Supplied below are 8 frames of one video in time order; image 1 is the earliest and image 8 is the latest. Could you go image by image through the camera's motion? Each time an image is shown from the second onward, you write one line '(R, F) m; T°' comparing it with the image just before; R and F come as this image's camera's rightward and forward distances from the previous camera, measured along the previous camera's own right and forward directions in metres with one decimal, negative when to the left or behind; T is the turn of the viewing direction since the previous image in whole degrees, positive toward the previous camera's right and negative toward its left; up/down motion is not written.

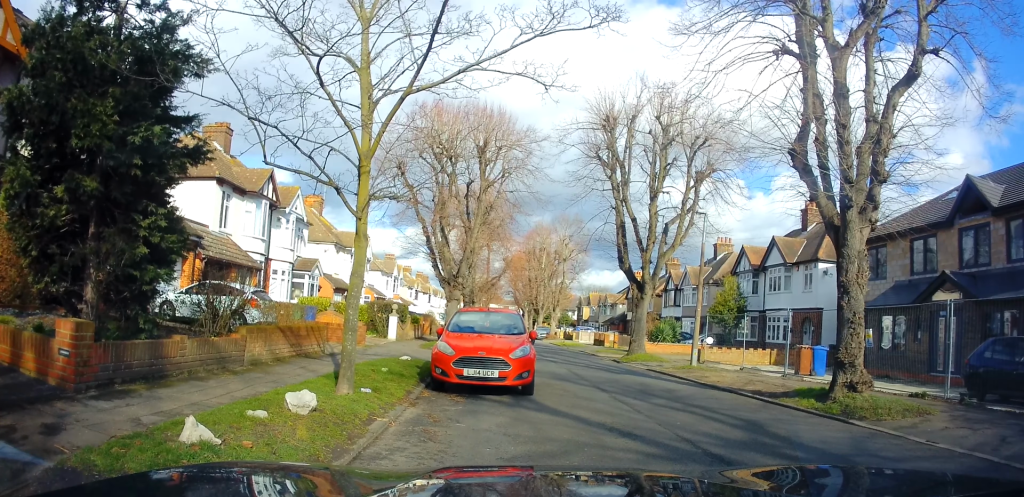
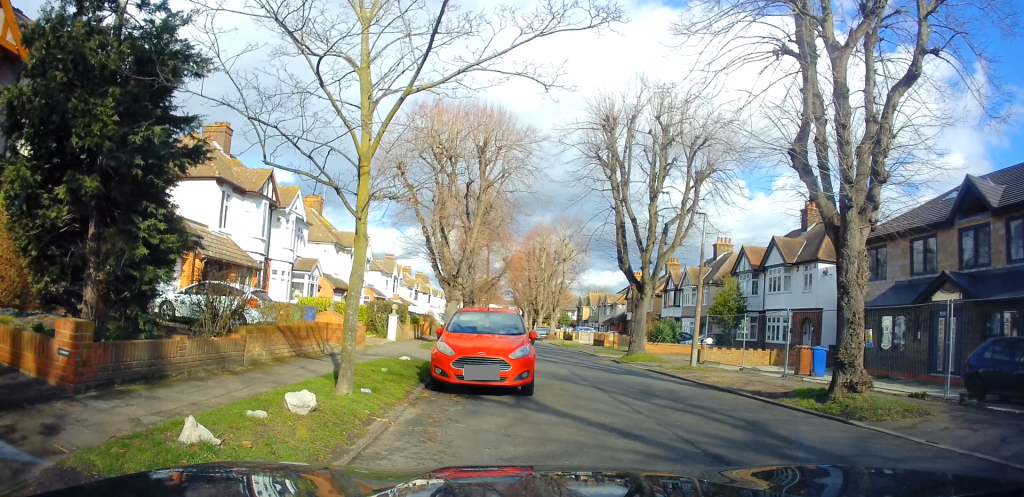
(-0.2, +0.5) m; 0°
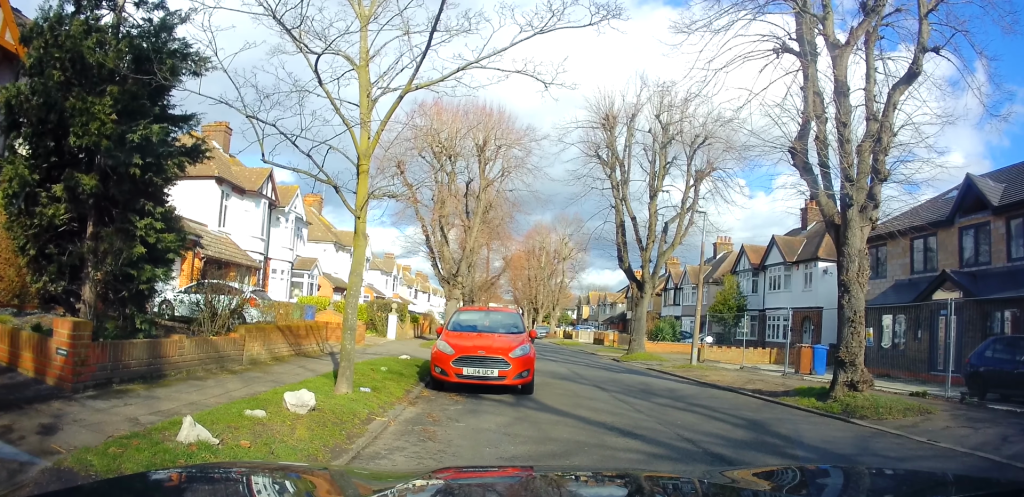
(0.0, 0.0) m; 0°
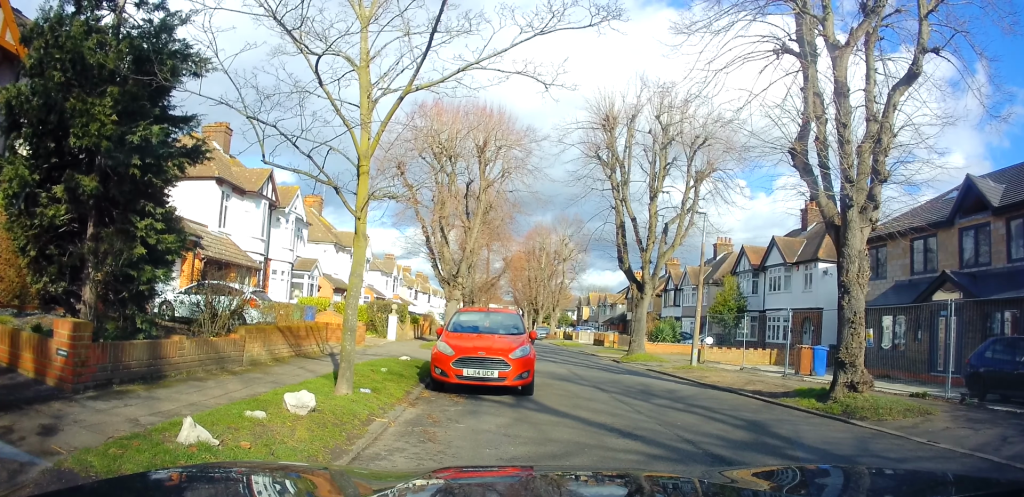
(-0.1, +0.3) m; 0°
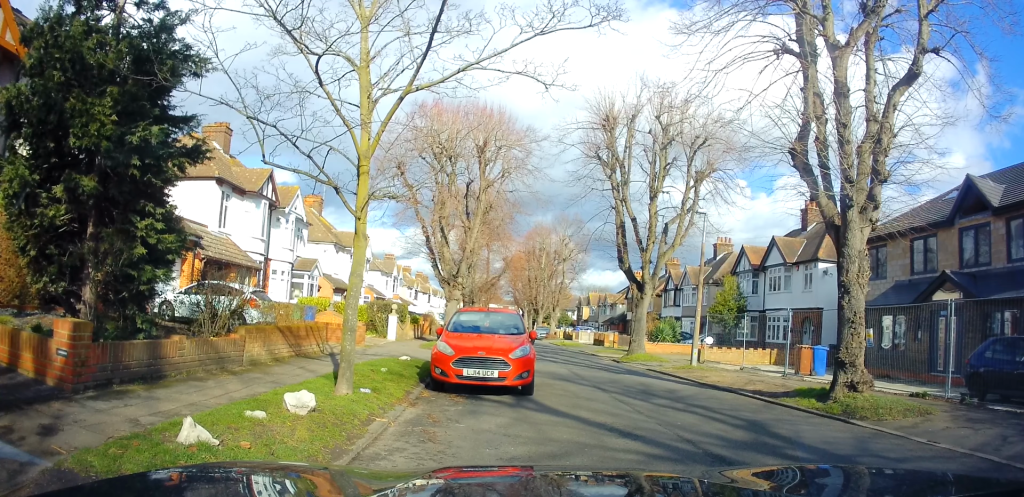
(-0.1, +0.2) m; 0°
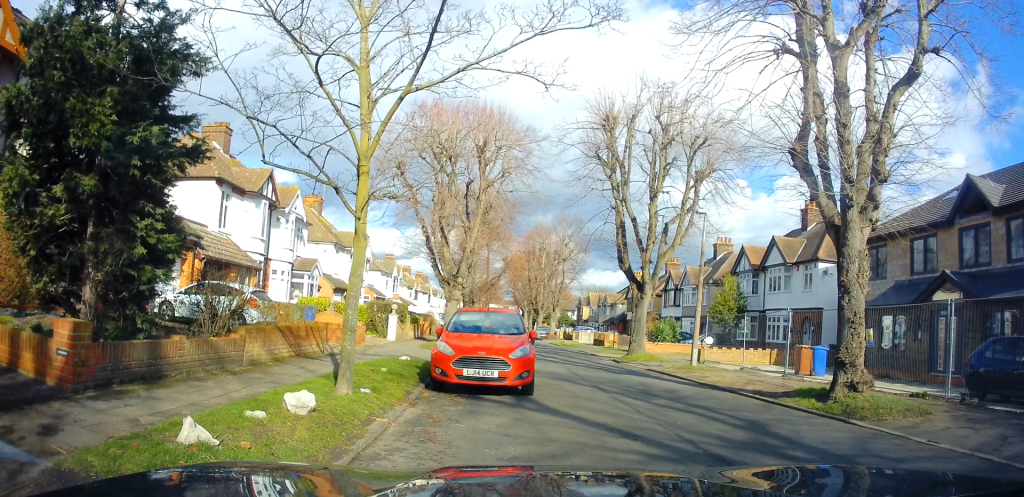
(-0.1, +0.2) m; 0°
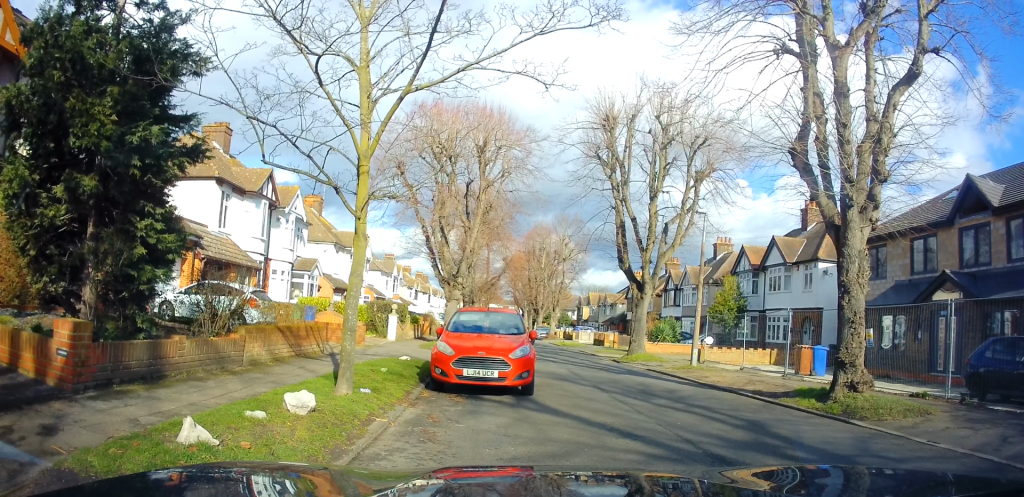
(-0.1, +0.2) m; 0°
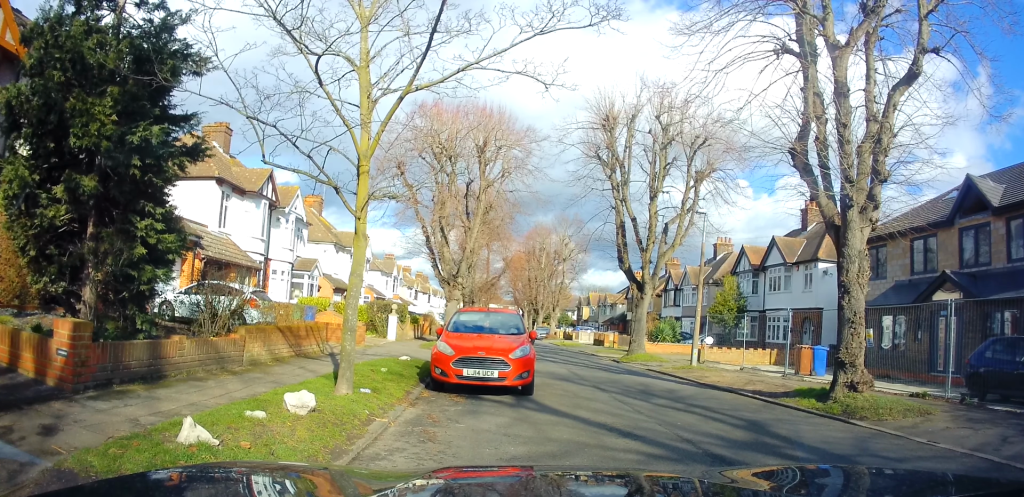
(-0.1, +0.3) m; 0°
